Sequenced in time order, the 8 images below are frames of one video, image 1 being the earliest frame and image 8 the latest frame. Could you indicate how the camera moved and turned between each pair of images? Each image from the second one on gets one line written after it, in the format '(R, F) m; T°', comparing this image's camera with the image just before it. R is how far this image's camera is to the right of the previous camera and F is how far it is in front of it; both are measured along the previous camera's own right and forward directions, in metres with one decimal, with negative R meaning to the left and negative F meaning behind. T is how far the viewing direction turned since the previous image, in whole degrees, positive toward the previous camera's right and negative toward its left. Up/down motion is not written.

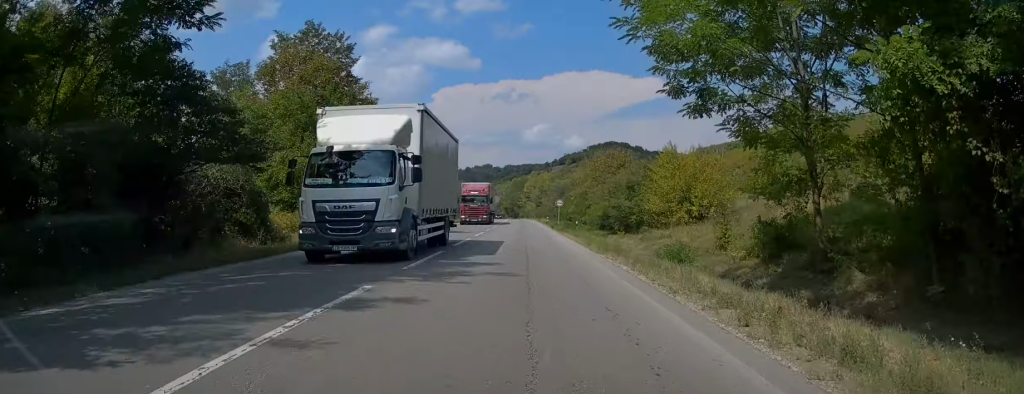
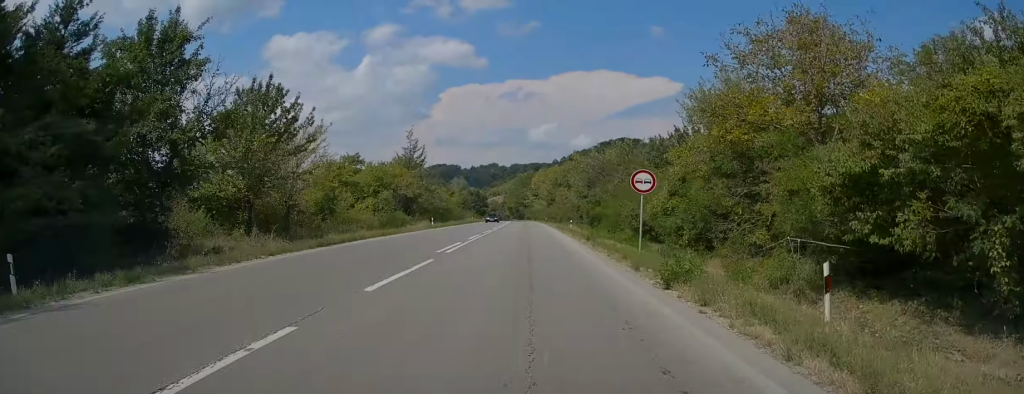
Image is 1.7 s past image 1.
(+0.2, +39.2) m; -1°
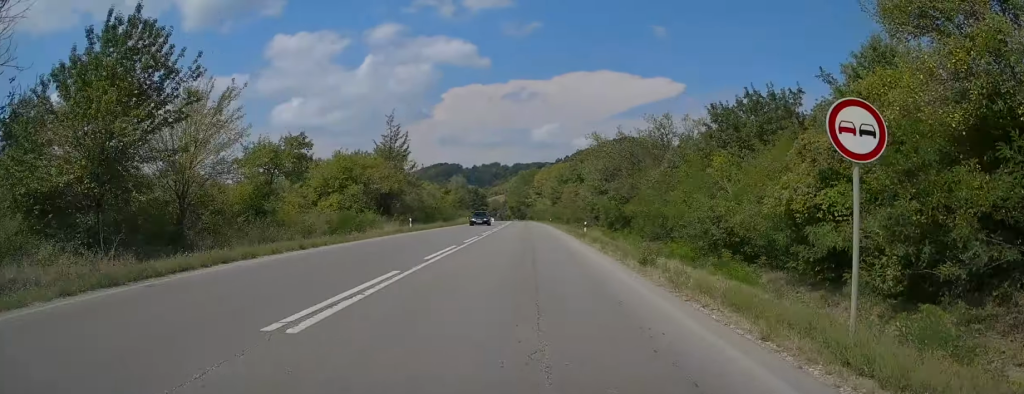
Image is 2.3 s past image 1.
(-0.1, +12.1) m; 0°
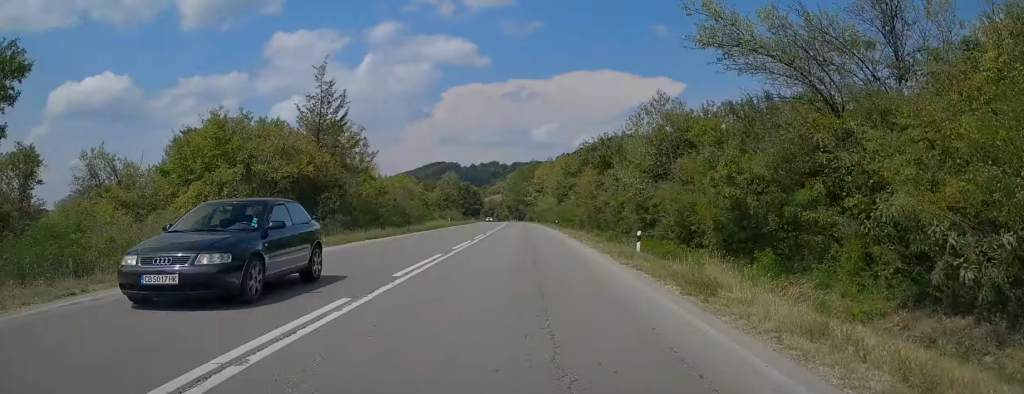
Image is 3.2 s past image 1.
(-0.1, +21.8) m; 0°
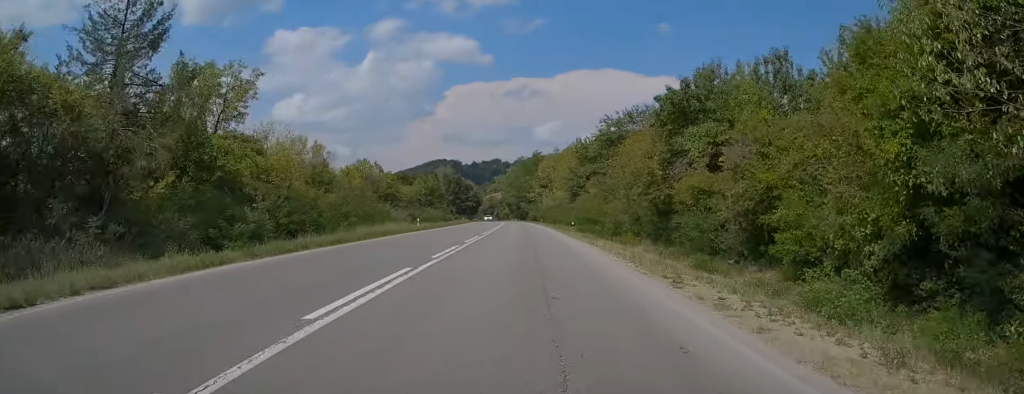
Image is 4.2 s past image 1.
(+0.2, +22.5) m; 0°
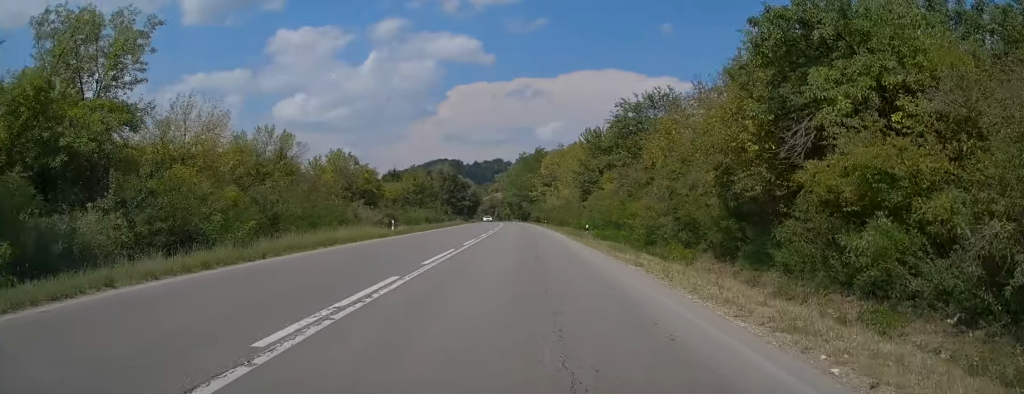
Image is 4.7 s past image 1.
(+0.2, +10.5) m; 0°
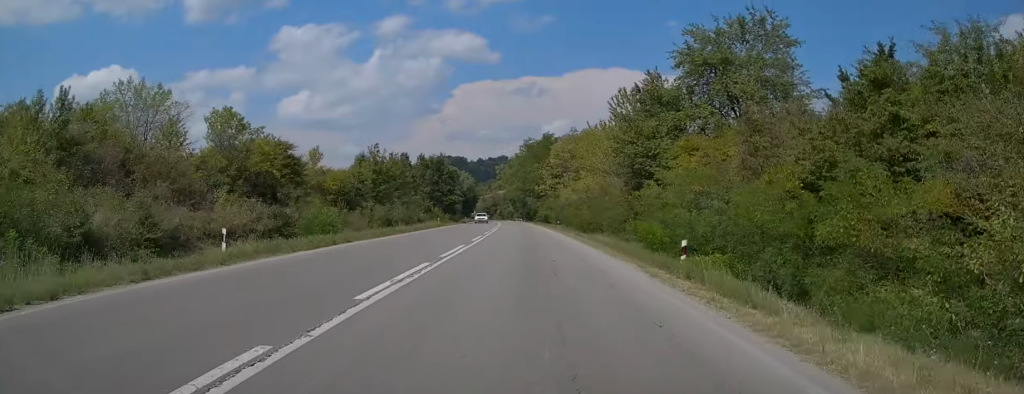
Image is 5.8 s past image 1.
(-0.5, +24.1) m; -1°
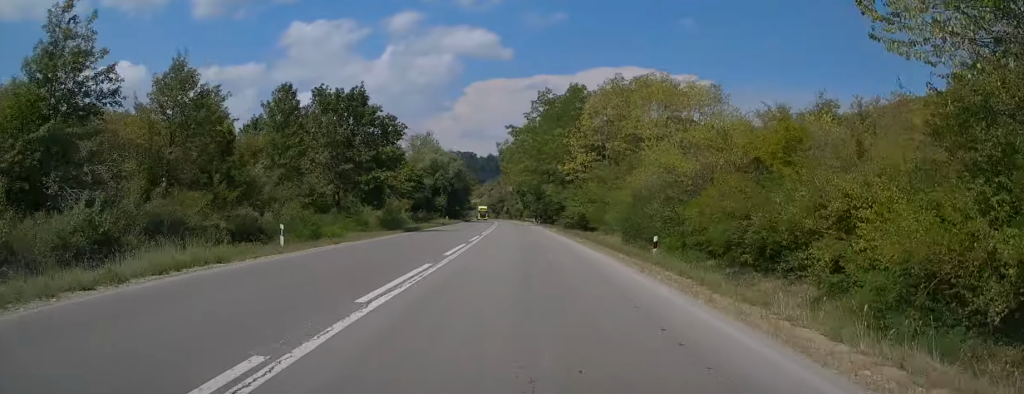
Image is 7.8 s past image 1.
(-0.2, +45.5) m; -1°
